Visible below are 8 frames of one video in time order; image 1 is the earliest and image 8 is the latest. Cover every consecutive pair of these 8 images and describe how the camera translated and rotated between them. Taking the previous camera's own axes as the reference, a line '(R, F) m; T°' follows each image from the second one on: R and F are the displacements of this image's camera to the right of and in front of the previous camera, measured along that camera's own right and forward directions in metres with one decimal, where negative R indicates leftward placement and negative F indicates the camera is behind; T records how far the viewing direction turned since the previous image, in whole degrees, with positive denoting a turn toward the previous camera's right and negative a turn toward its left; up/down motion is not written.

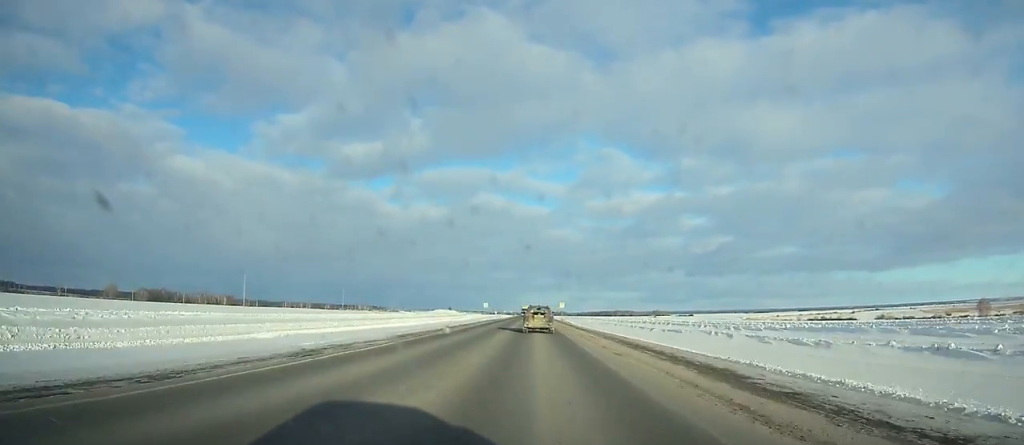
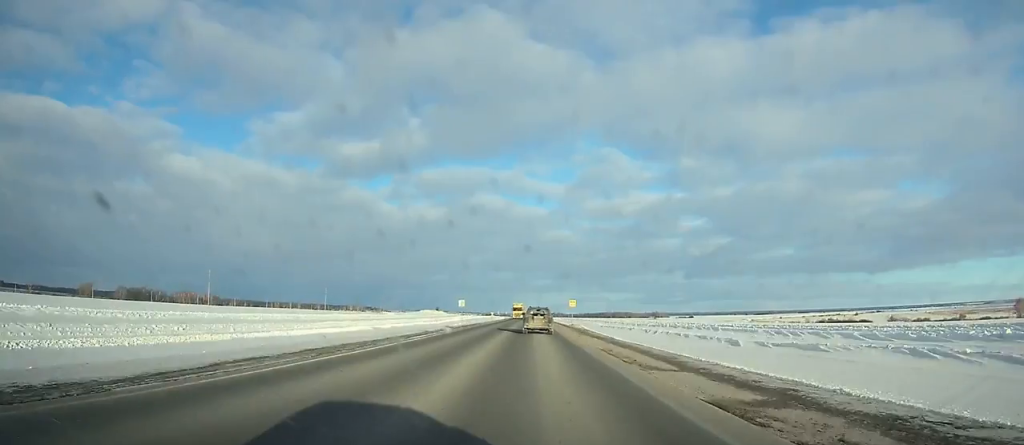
(-0.1, +37.1) m; 0°
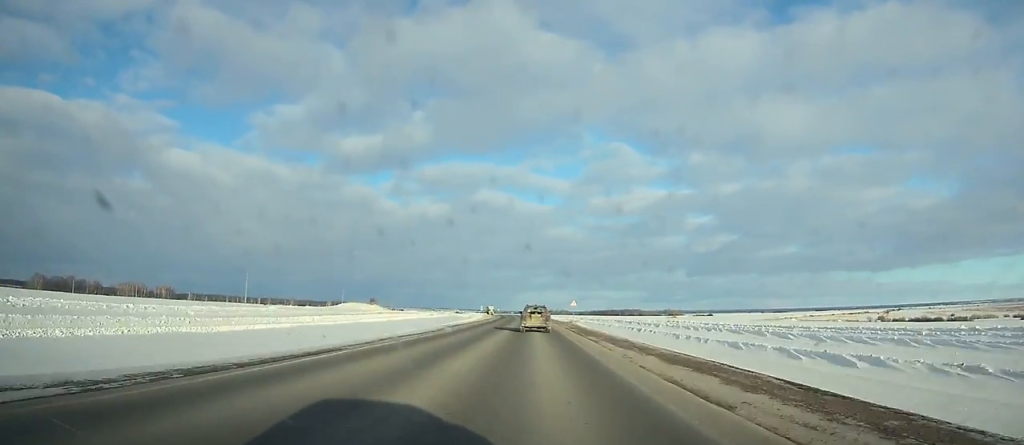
(+0.2, +143.4) m; 0°
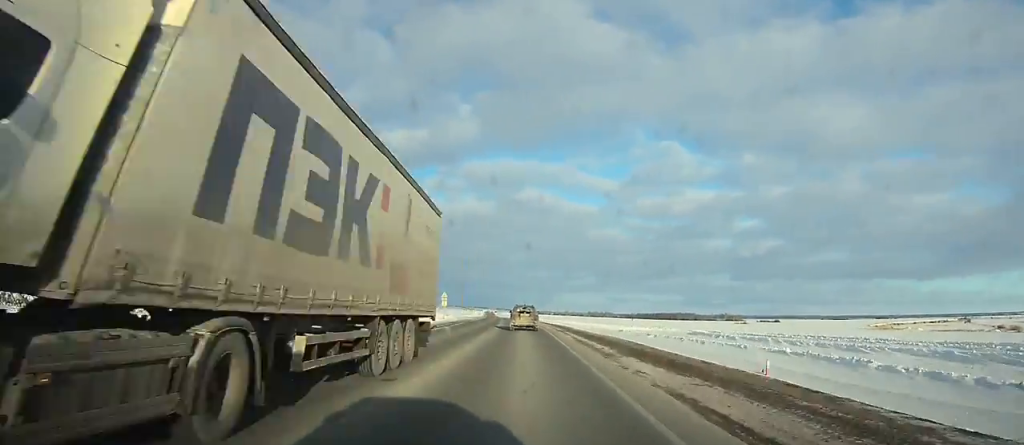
(-3.4, +168.4) m; -4°
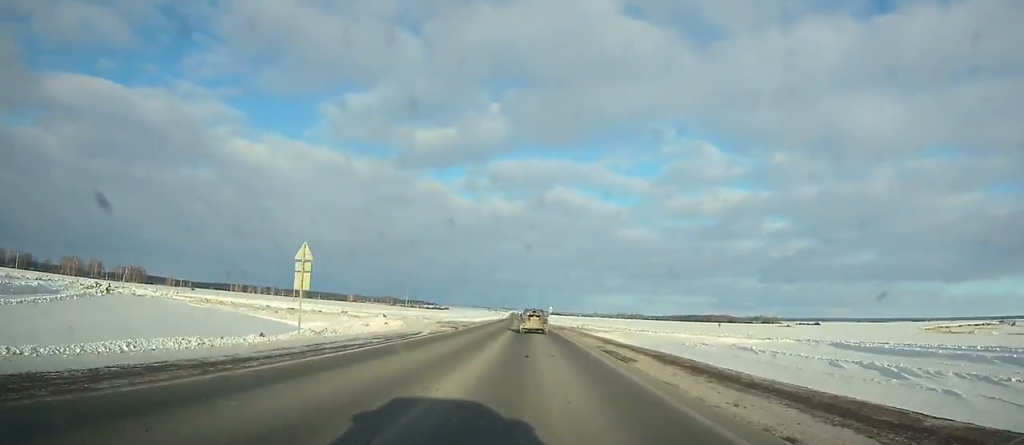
(-1.4, +59.6) m; -2°
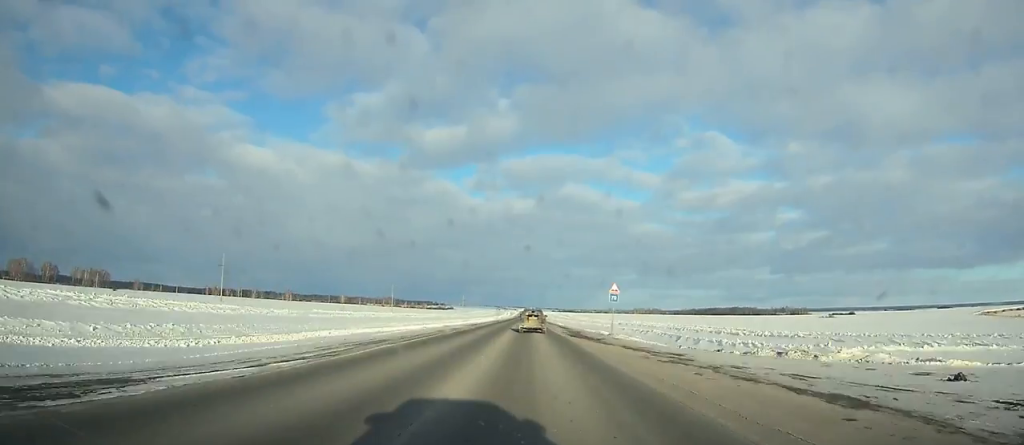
(-2.2, +90.9) m; -2°
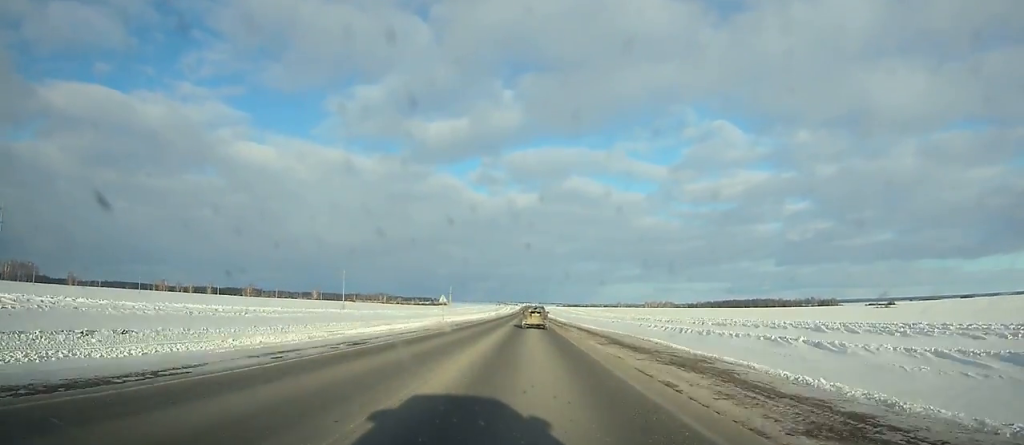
(-0.8, +114.5) m; -1°
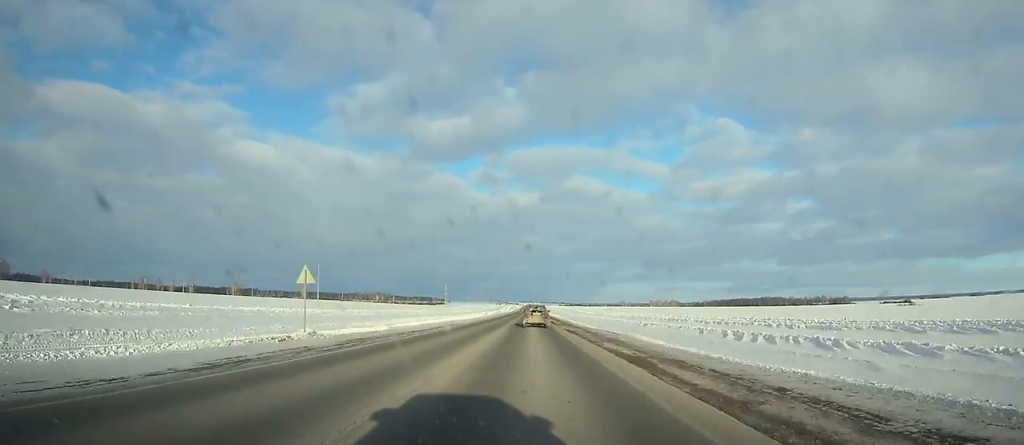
(0.0, +40.5) m; 0°
